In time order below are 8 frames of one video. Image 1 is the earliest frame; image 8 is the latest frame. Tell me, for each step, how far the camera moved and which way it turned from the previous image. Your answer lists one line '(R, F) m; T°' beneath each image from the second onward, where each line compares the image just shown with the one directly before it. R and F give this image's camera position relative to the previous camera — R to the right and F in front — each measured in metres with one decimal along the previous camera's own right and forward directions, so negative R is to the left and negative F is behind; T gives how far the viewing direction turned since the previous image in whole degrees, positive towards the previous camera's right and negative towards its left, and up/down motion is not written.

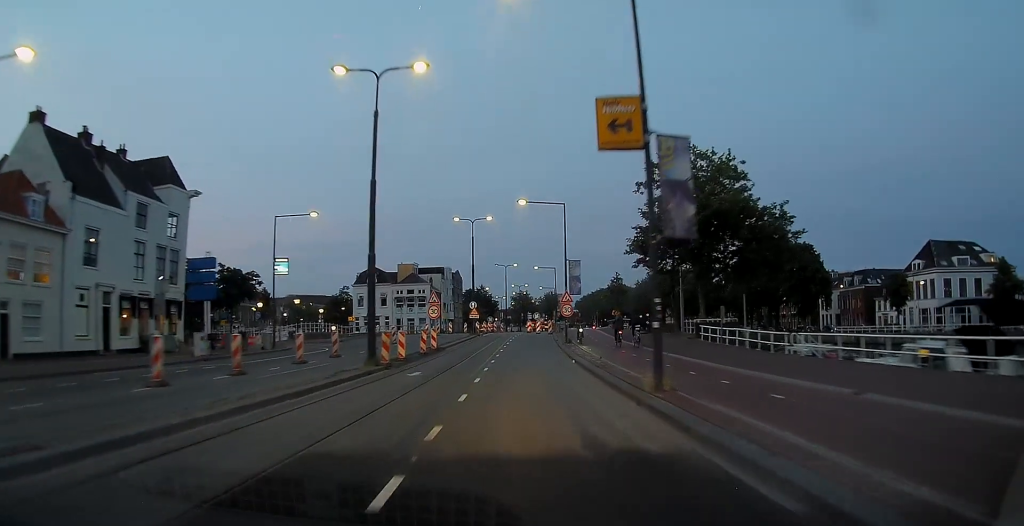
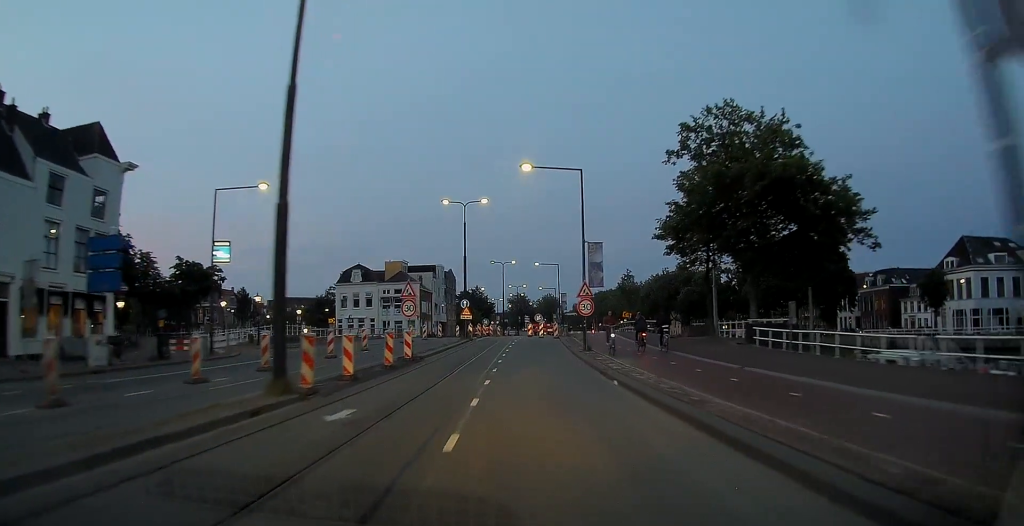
(0.0, +8.6) m; +1°
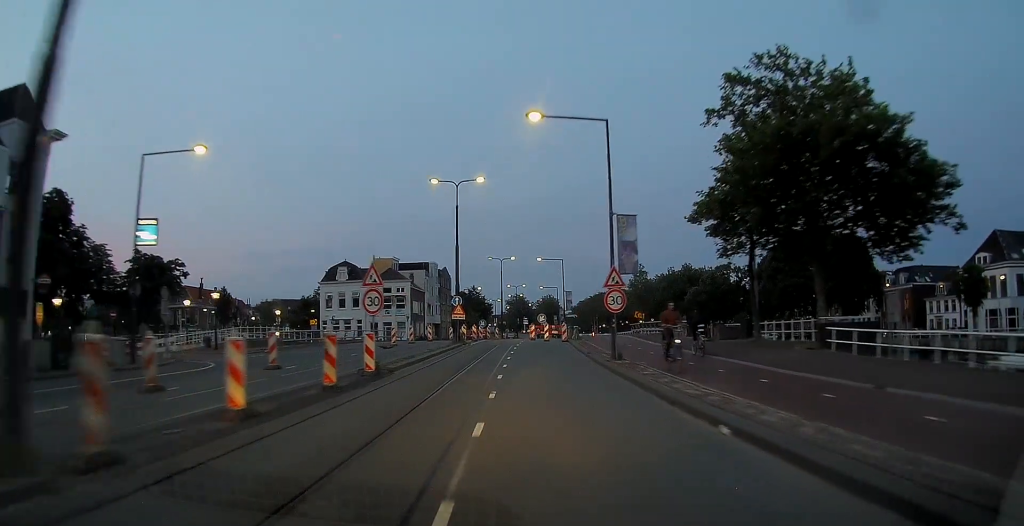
(0.0, +7.1) m; +1°
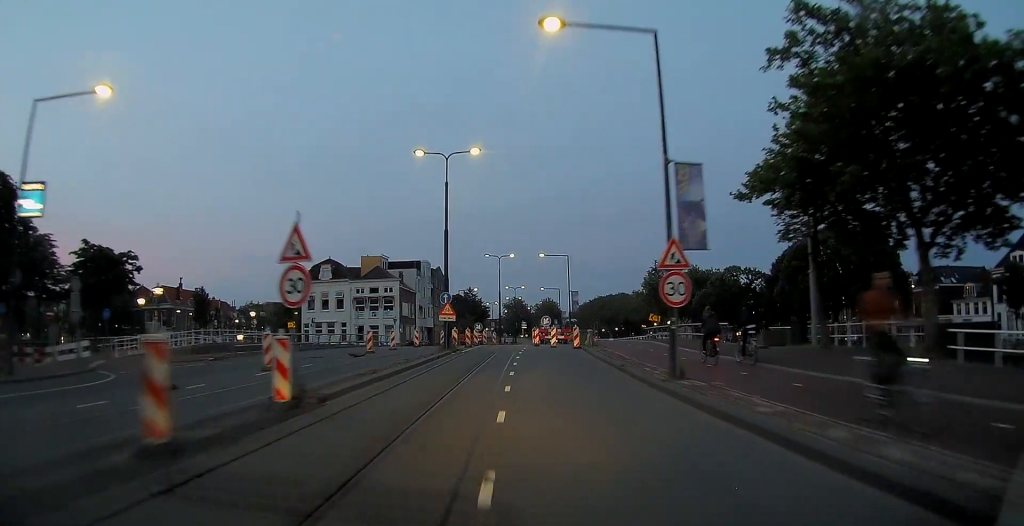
(+0.2, +7.1) m; 0°
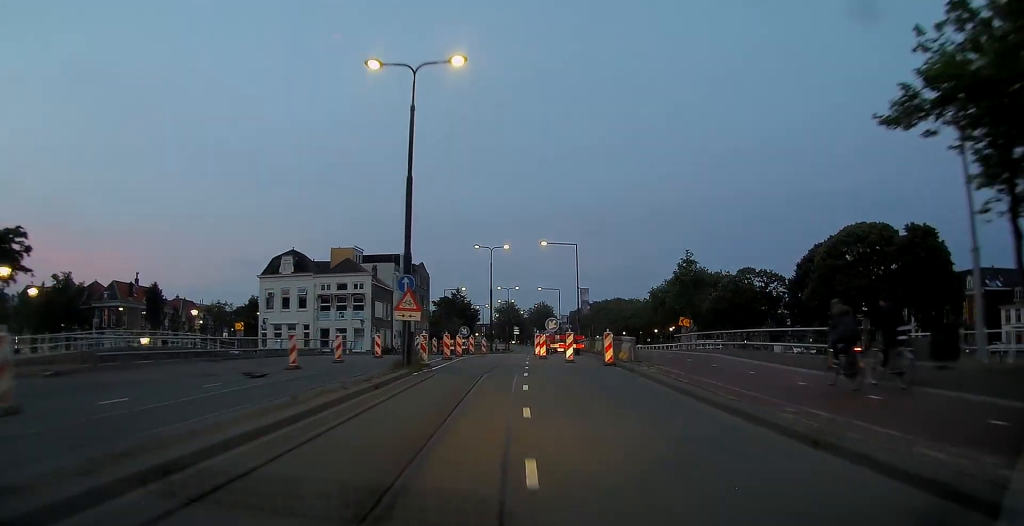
(-0.1, +11.6) m; 0°
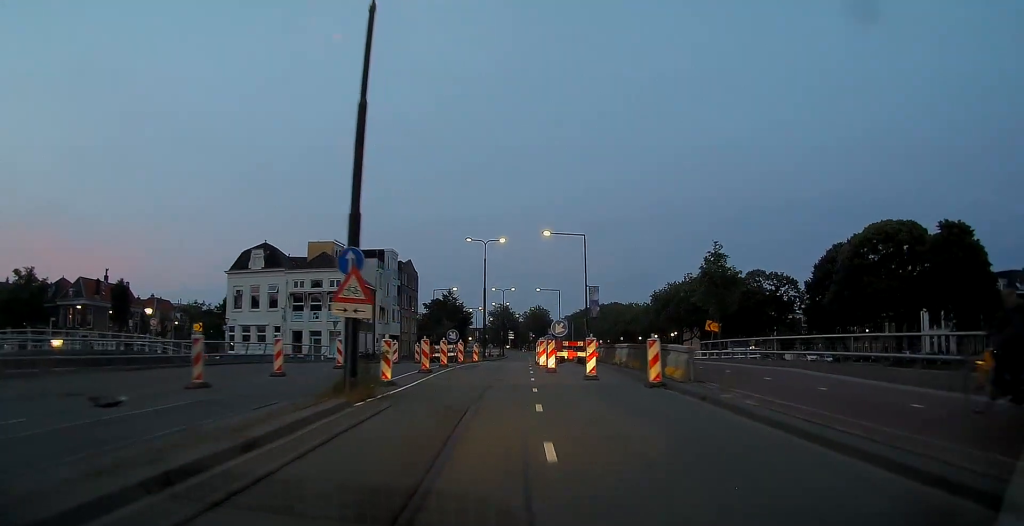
(-0.2, +7.1) m; 0°
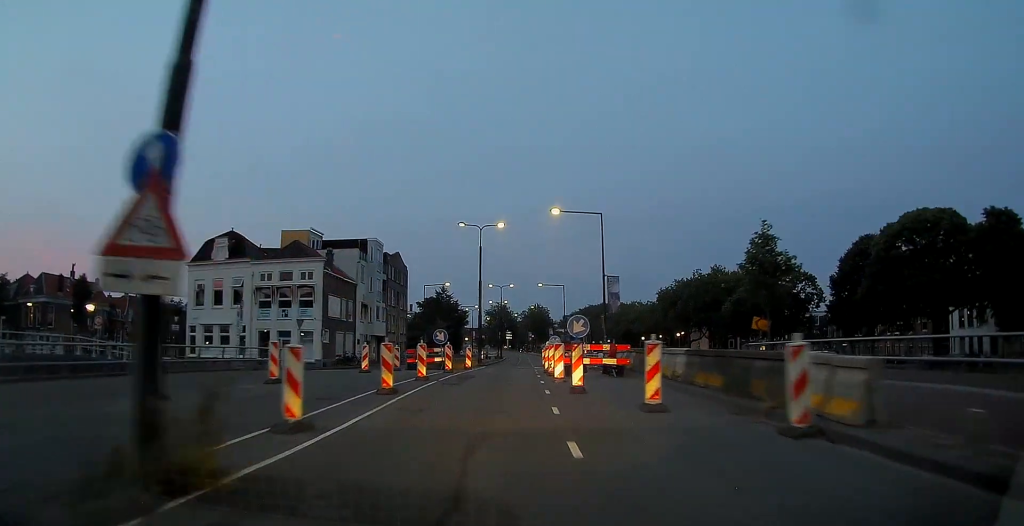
(+0.4, +7.8) m; +1°
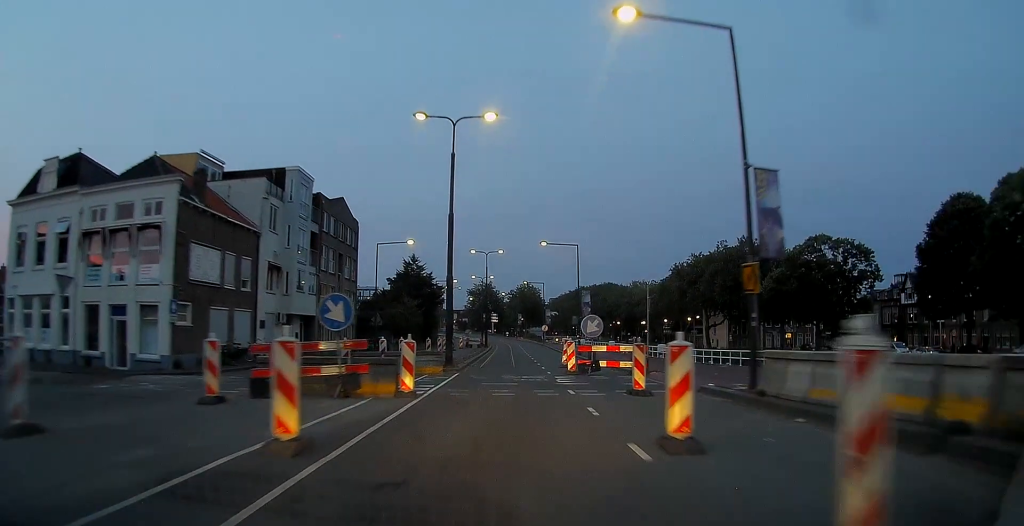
(+0.2, +20.7) m; +2°
